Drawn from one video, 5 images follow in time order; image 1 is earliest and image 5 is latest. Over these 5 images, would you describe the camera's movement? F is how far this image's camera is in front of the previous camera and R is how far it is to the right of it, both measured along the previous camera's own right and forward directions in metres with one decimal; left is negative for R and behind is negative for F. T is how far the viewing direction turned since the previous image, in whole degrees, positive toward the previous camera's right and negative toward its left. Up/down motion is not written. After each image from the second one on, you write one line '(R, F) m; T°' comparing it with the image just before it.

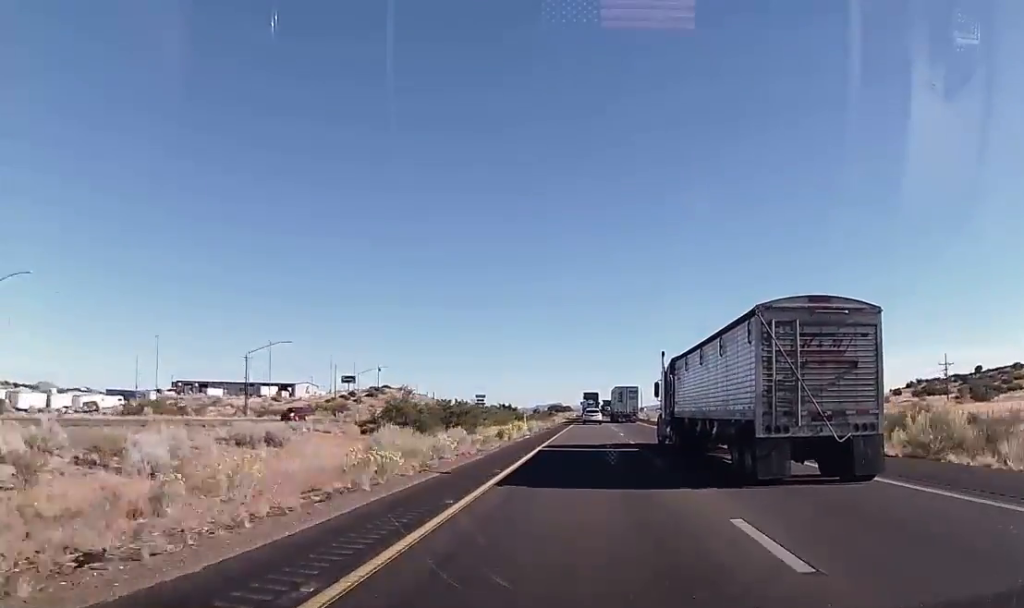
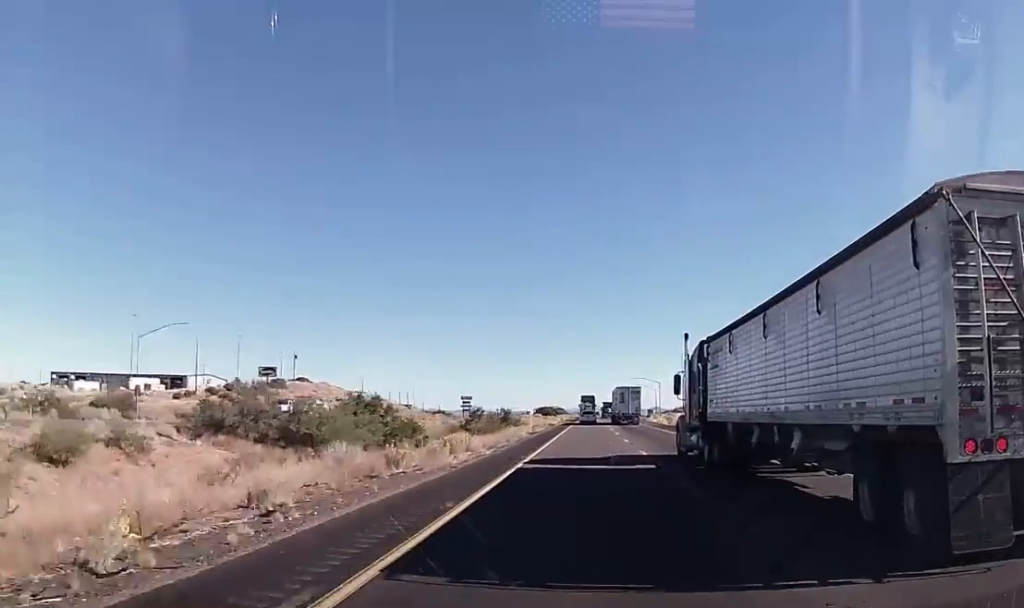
(+1.2, +80.2) m; +1°
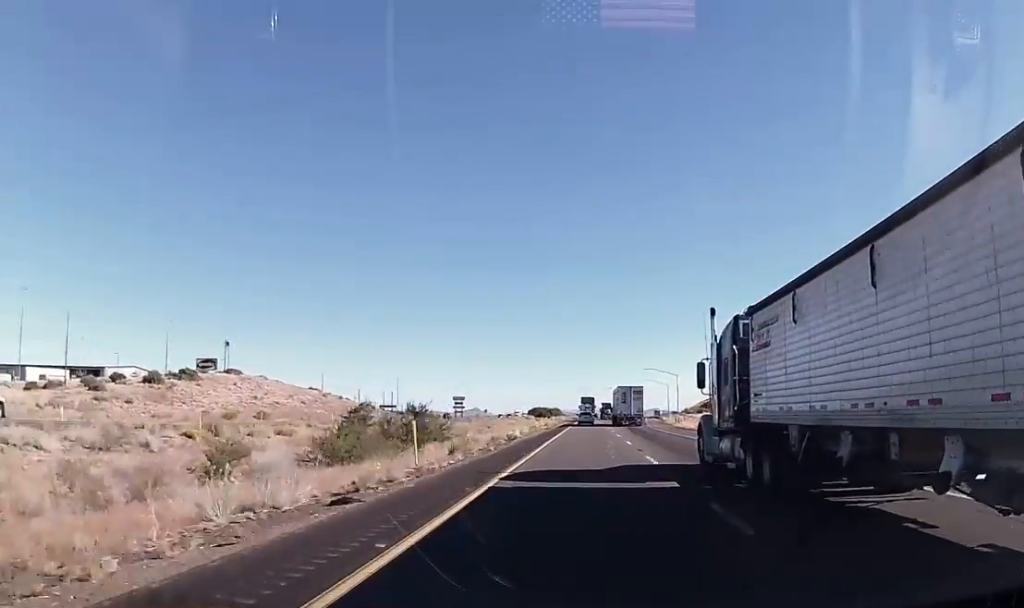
(-0.8, +40.4) m; 0°
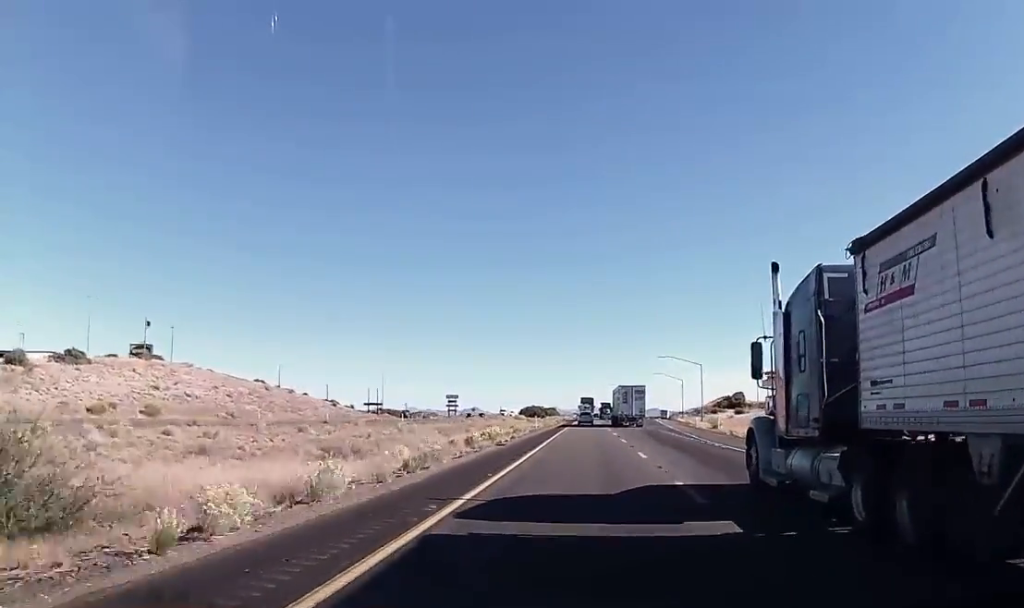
(+0.4, +32.9) m; +1°
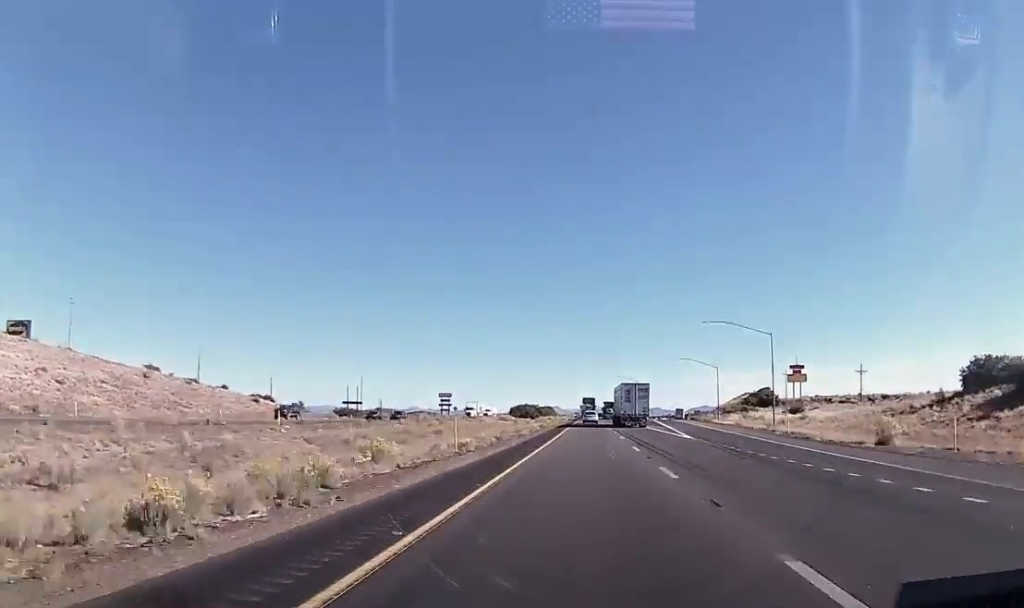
(+0.2, +44.7) m; 0°
